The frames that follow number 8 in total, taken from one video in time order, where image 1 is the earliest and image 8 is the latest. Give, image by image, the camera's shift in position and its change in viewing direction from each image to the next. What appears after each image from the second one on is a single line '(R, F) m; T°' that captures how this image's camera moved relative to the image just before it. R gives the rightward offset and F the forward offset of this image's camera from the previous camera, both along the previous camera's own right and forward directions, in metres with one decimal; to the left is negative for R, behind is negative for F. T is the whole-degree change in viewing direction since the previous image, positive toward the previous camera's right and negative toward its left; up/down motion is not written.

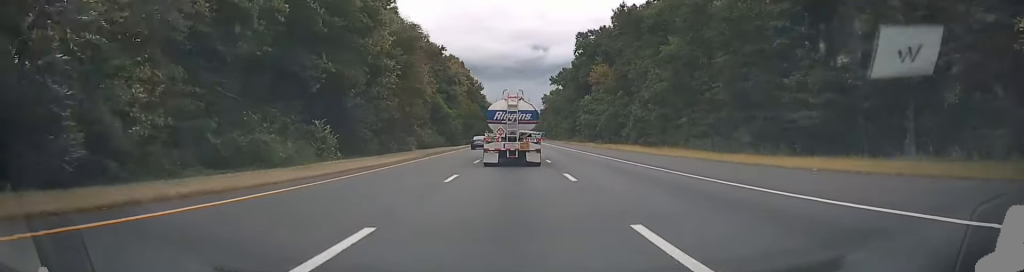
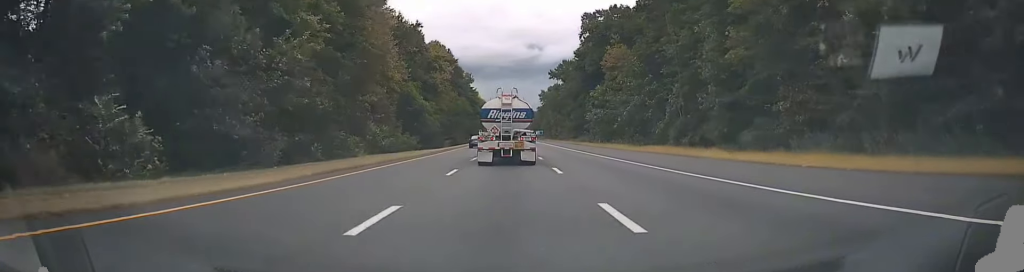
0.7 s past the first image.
(+0.1, +22.2) m; 0°
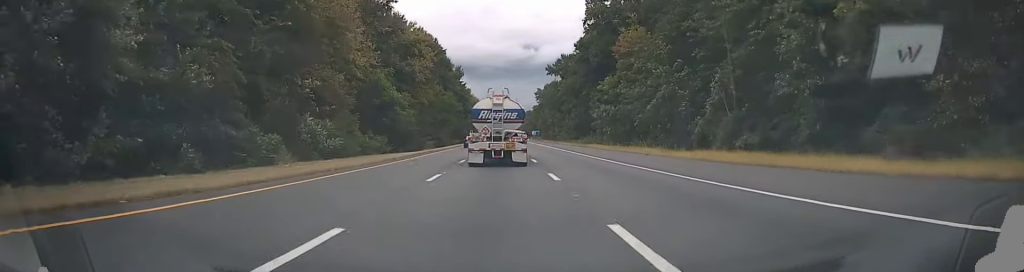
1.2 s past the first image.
(+0.1, +15.3) m; 0°
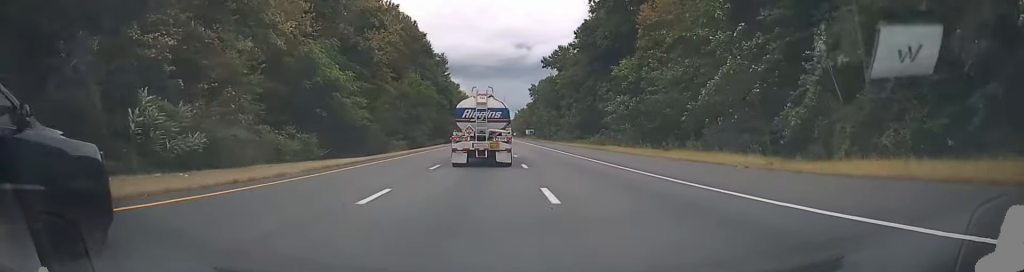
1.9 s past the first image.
(0.0, +18.9) m; 0°
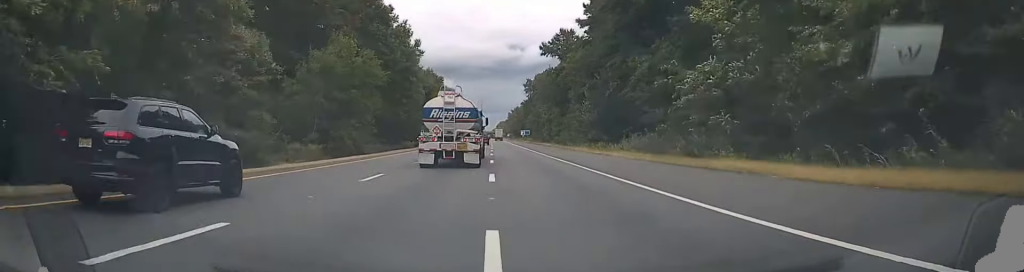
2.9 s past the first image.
(0.0, +32.0) m; 0°
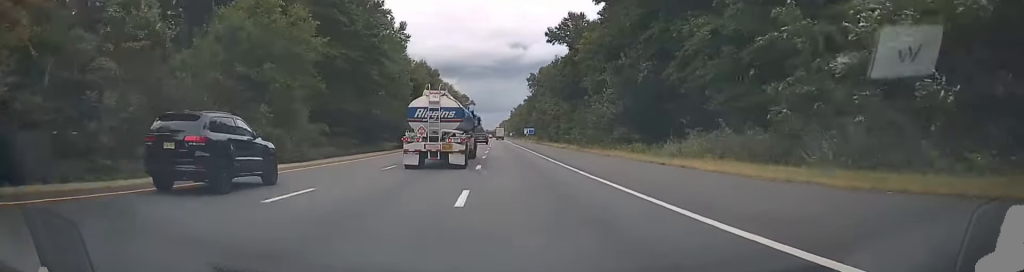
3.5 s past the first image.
(0.0, +19.5) m; 0°
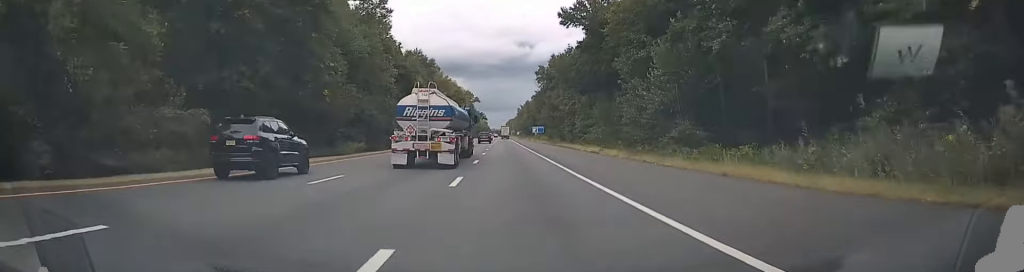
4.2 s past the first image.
(+0.2, +23.2) m; 0°
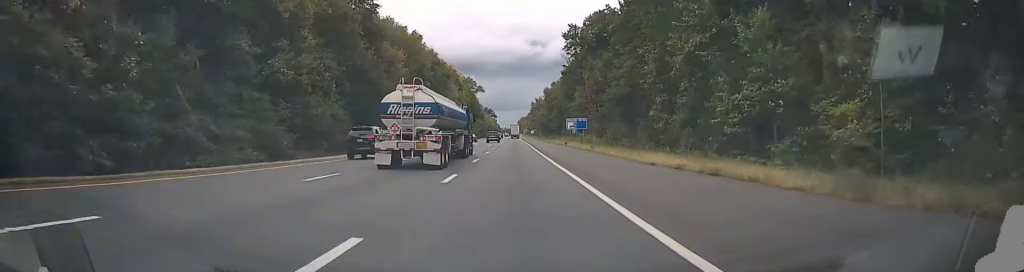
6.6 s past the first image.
(-0.8, +73.4) m; -1°
